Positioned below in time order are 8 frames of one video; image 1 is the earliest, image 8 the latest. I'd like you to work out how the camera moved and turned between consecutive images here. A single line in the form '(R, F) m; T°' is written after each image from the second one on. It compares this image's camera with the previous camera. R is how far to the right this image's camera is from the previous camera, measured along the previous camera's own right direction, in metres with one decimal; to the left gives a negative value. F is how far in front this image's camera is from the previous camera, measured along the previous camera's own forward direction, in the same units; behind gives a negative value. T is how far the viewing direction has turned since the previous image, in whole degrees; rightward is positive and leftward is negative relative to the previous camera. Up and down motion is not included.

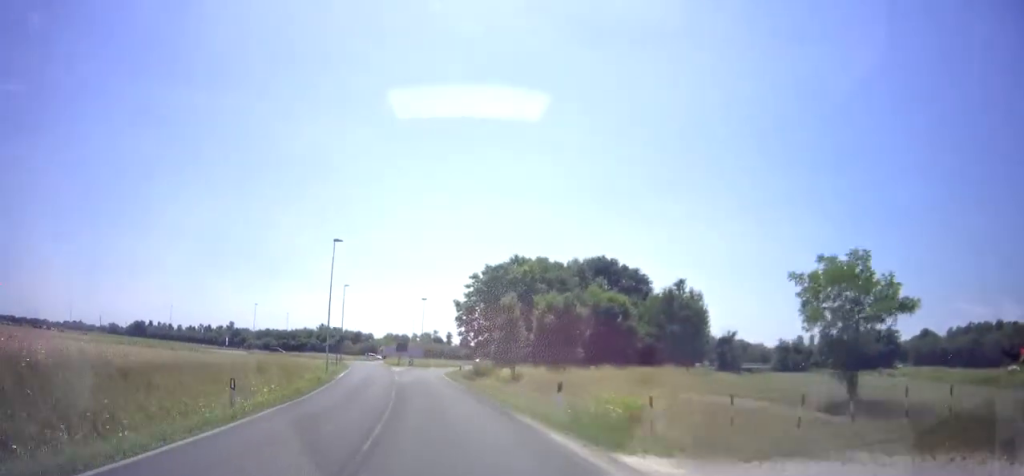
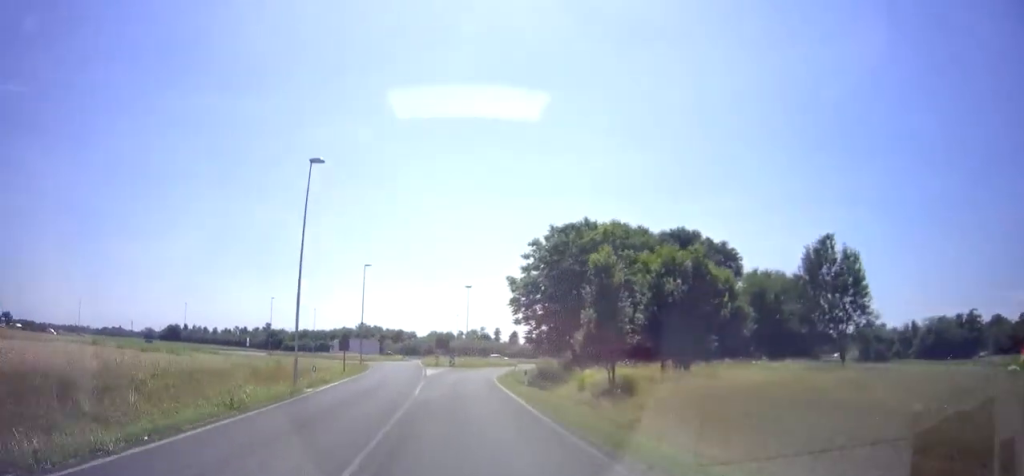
(-0.2, +15.4) m; 0°
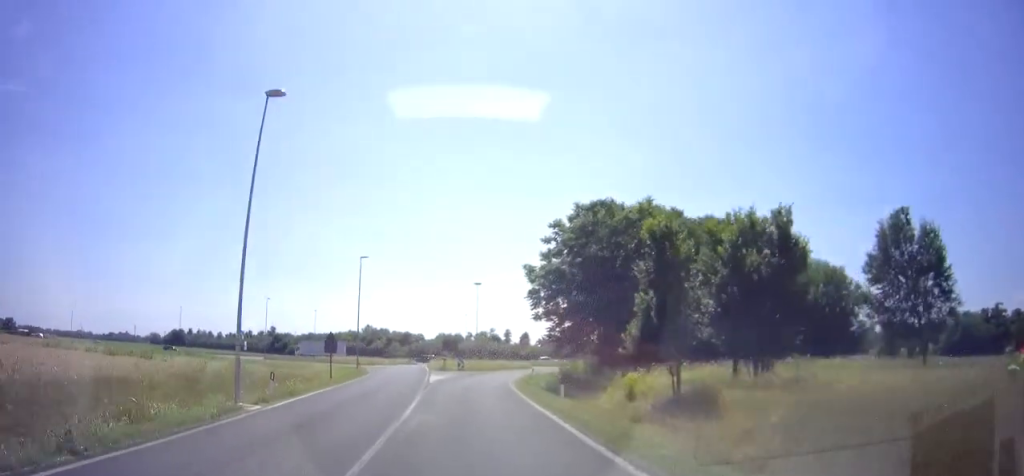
(0.0, +6.2) m; +1°
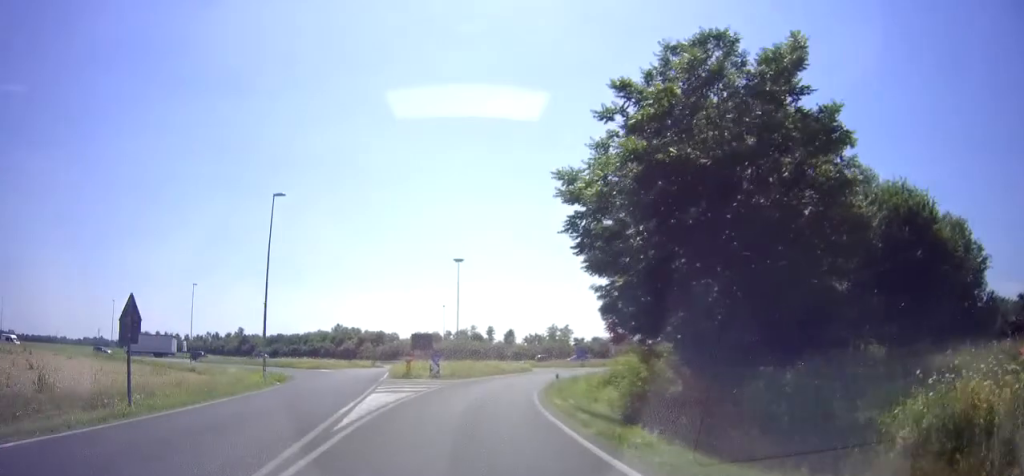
(+0.4, +17.6) m; +4°
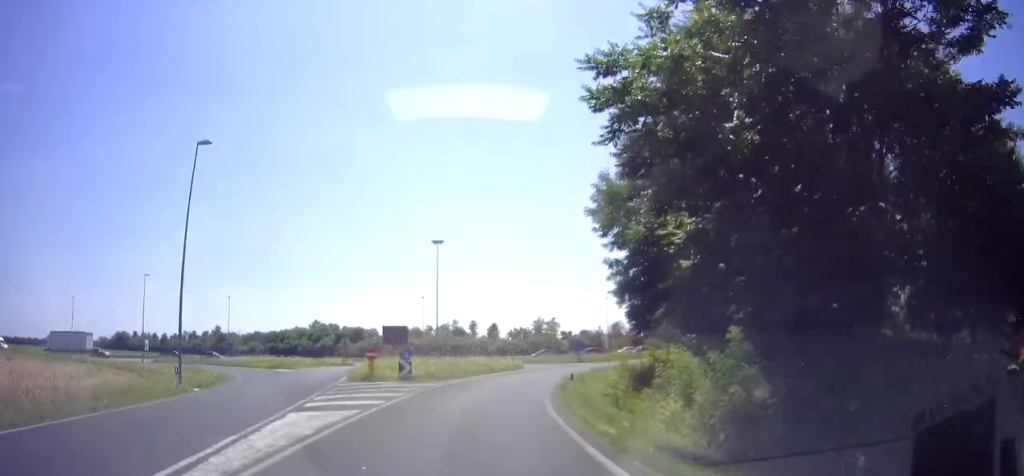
(+0.2, +6.7) m; +2°
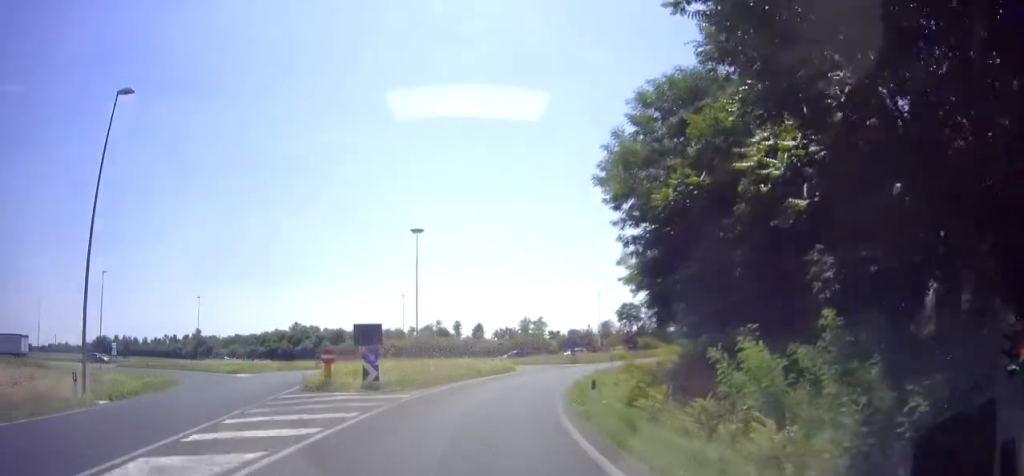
(+0.1, +5.3) m; +2°
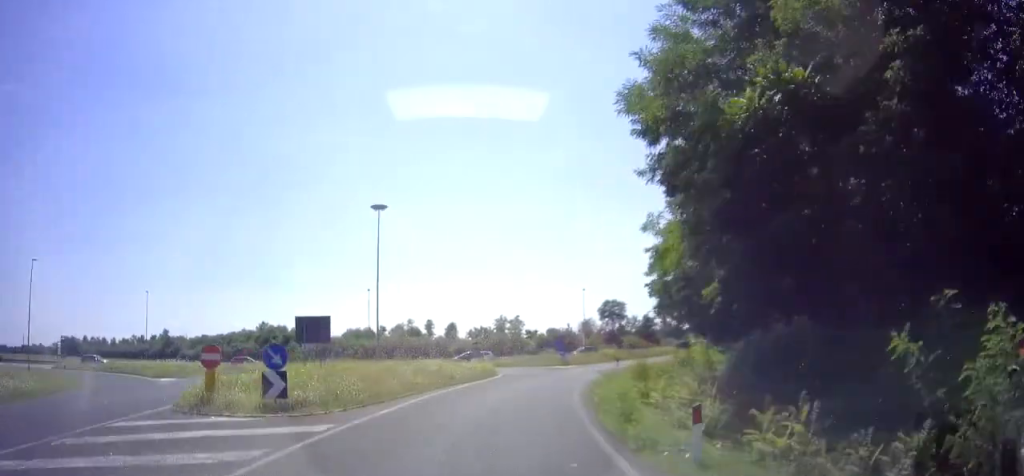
(0.0, +7.0) m; +4°
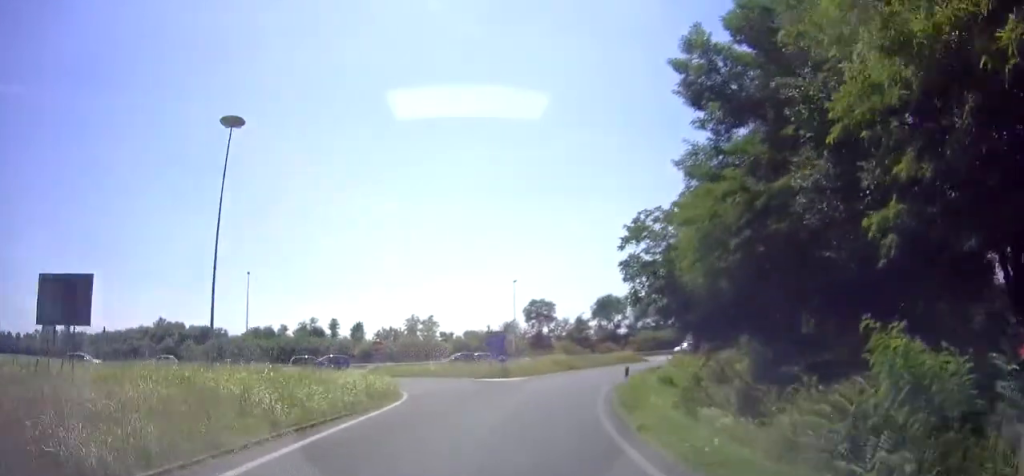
(+1.3, +13.9) m; +14°
